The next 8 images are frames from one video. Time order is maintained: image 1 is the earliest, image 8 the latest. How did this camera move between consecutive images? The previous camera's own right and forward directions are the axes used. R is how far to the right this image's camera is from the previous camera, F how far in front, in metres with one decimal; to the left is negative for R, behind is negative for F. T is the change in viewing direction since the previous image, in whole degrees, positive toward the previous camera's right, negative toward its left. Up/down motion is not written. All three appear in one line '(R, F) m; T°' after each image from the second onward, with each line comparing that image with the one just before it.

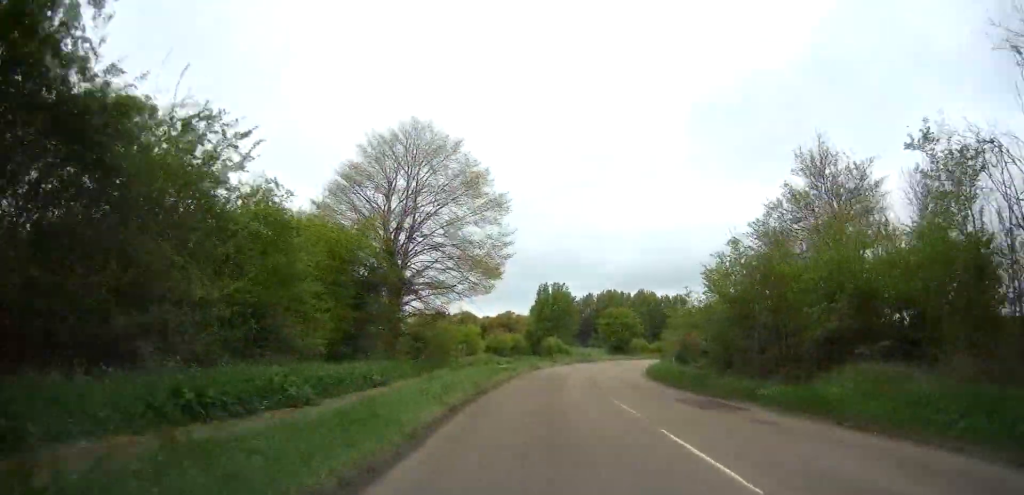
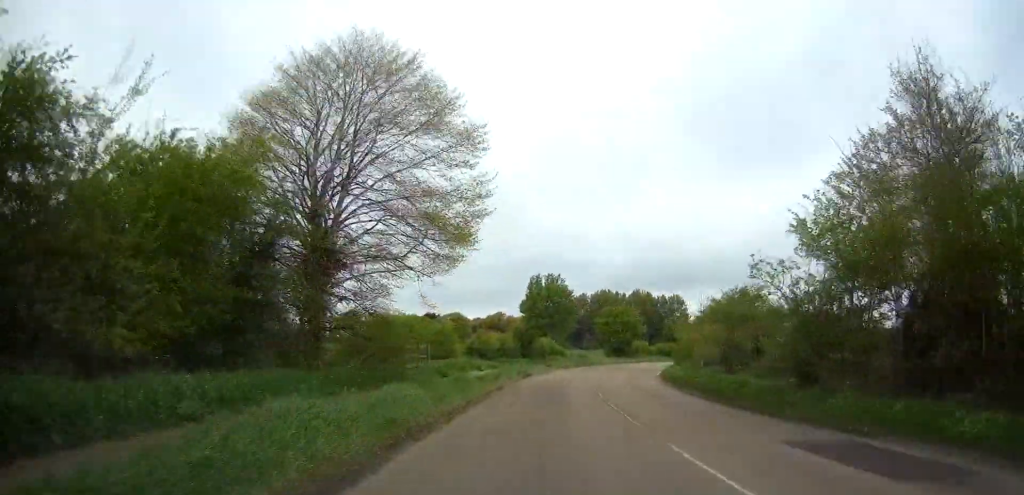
(0.0, +9.8) m; +1°
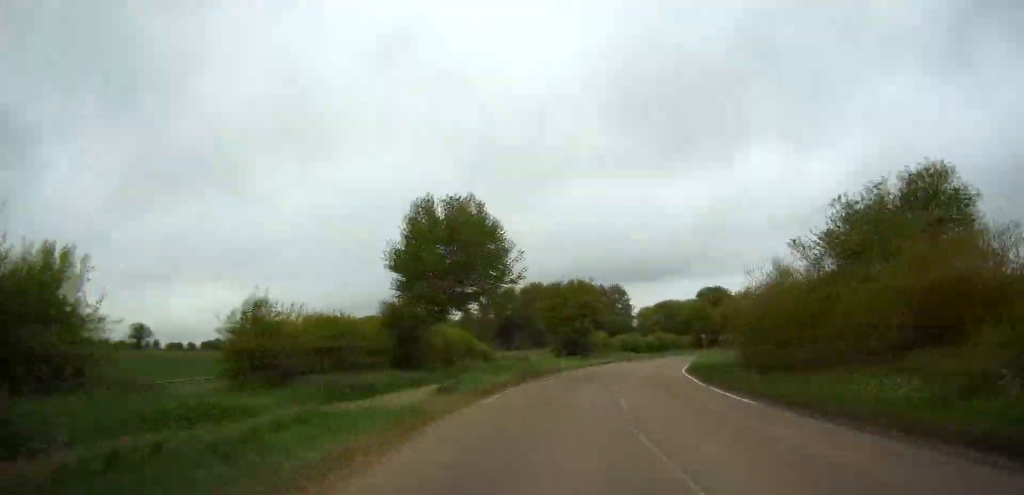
(+0.8, +33.0) m; +5°
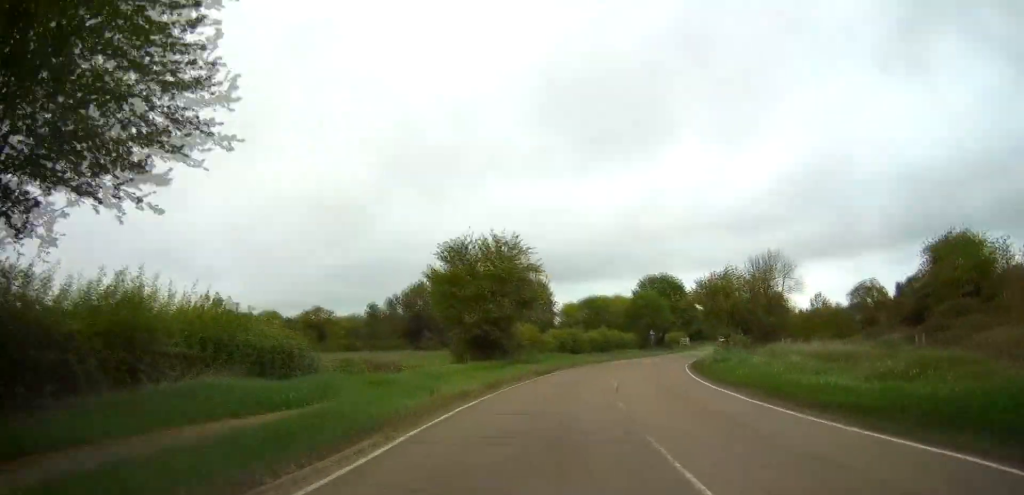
(+1.9, +24.7) m; +8°
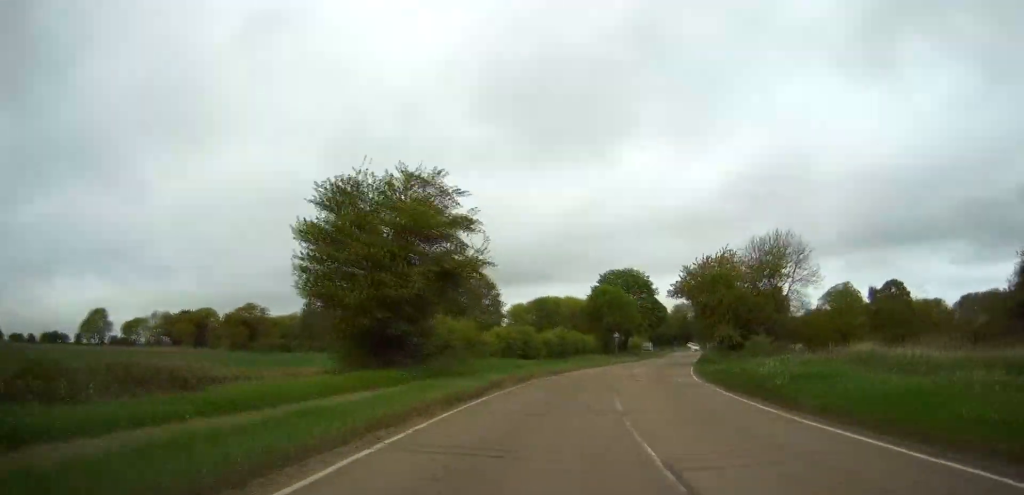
(+0.6, +15.4) m; +5°
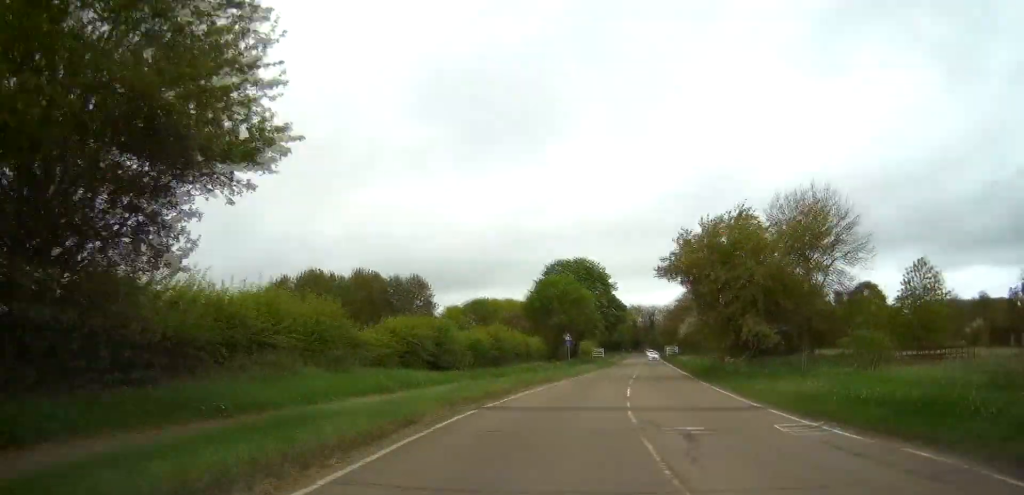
(+0.8, +17.7) m; +5°
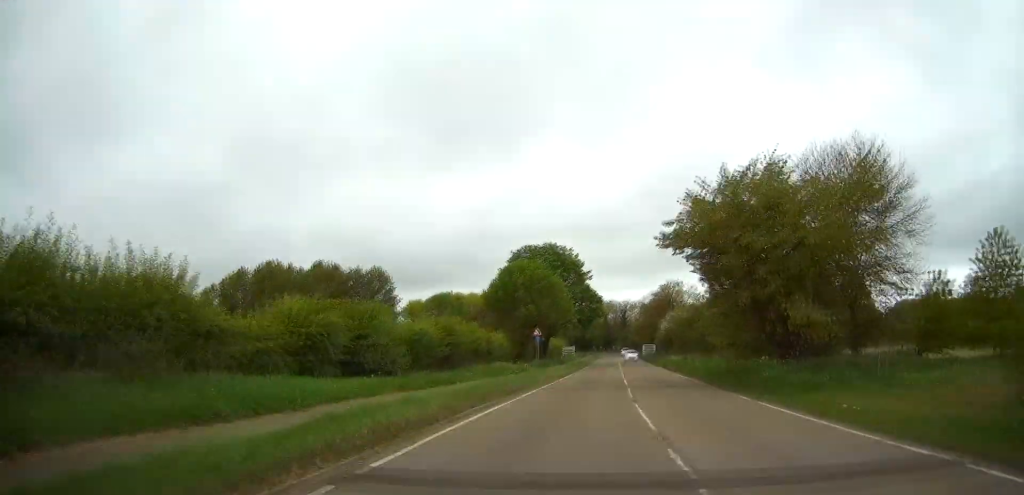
(+0.4, +9.1) m; +2°
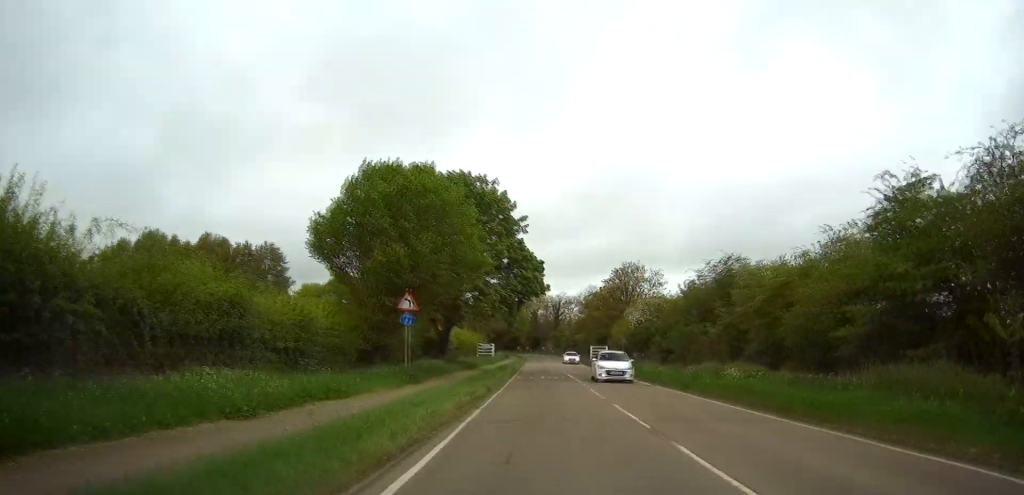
(+1.1, +30.7) m; +5°
